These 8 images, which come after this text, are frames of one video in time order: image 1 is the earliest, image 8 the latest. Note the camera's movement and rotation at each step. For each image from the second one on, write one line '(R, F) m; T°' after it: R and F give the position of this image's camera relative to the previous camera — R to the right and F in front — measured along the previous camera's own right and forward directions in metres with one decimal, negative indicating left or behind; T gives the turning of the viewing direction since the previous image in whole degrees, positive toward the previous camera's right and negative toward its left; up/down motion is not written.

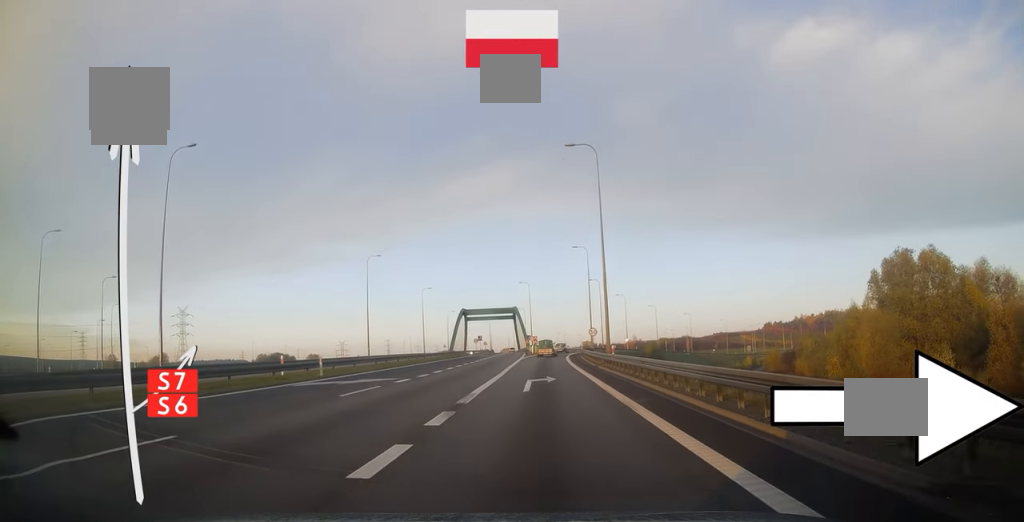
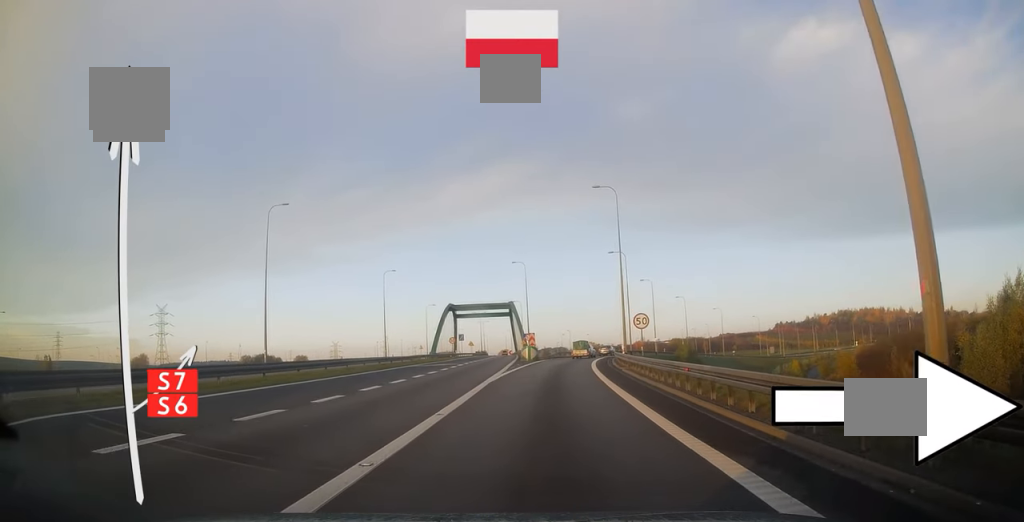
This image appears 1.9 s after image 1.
(-0.4, +32.4) m; 0°
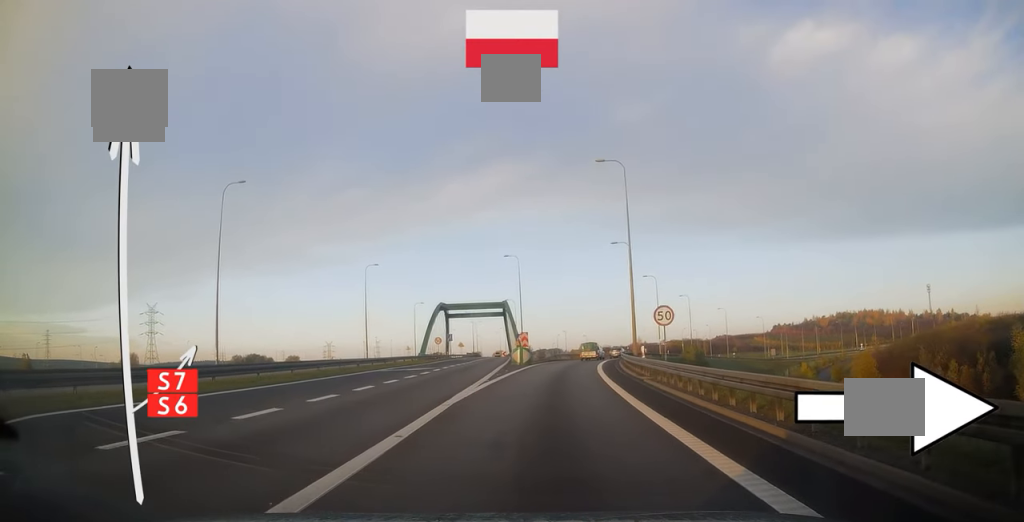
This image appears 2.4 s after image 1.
(+0.1, +7.7) m; +1°
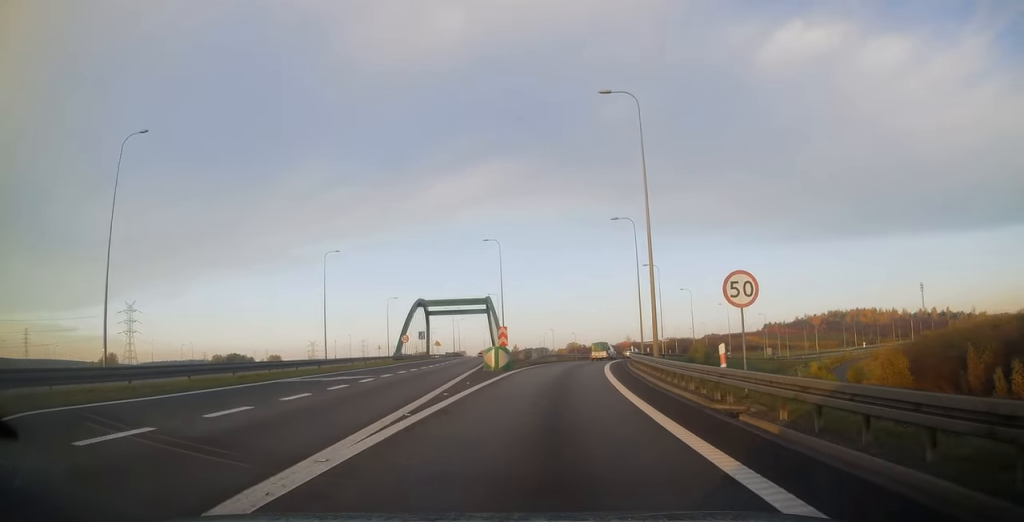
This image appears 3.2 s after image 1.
(0.0, +12.0) m; +1°
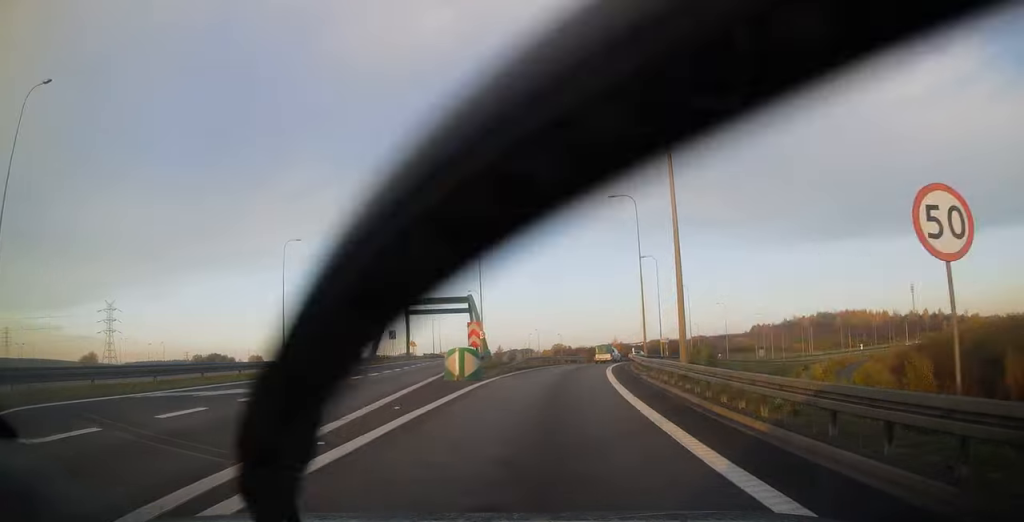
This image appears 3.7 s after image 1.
(0.0, +8.6) m; +1°
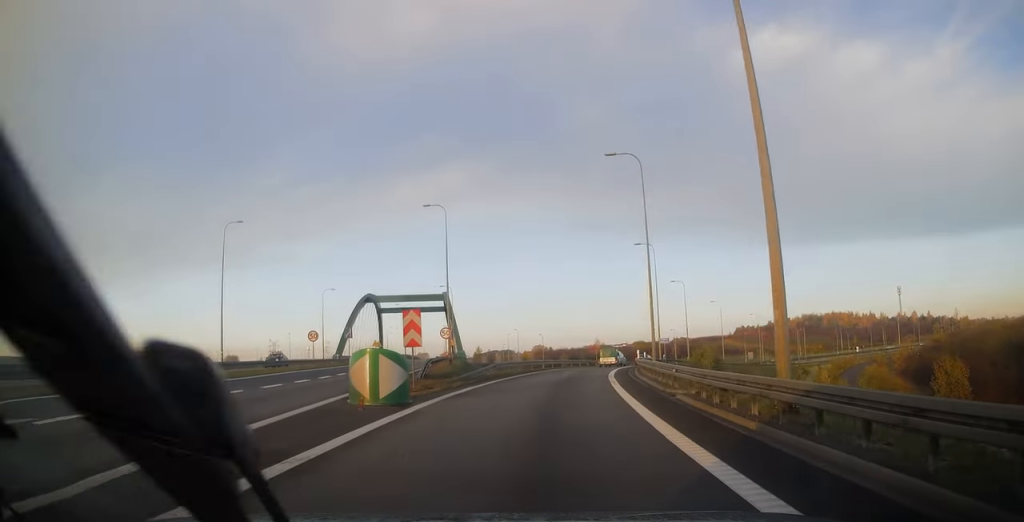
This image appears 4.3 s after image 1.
(+0.2, +10.2) m; +1°
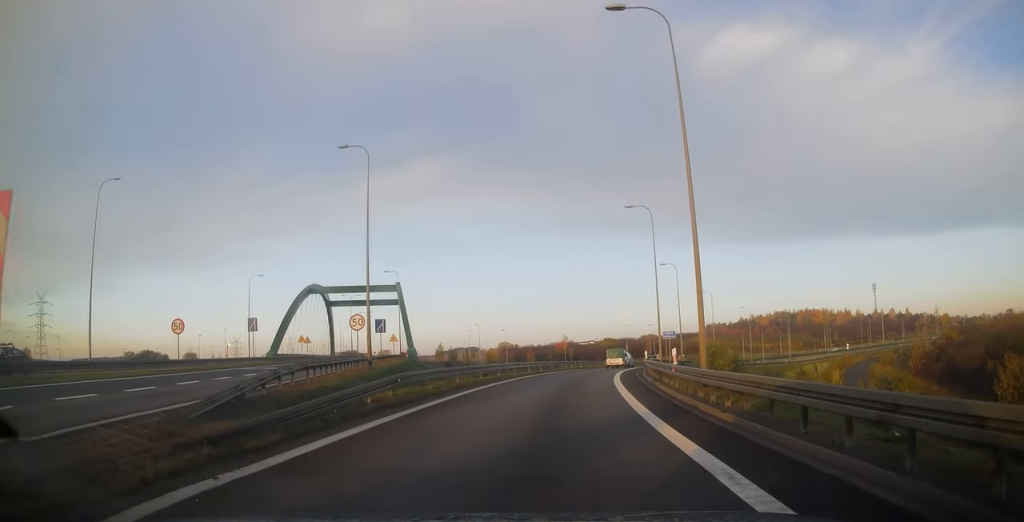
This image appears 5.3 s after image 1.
(+0.1, +15.7) m; +3°
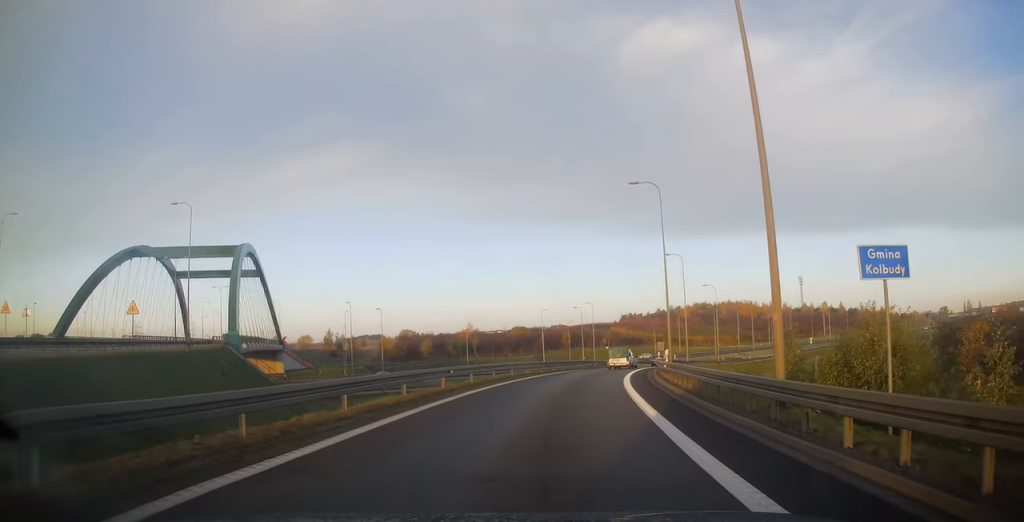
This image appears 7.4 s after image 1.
(+2.7, +34.5) m; +9°
